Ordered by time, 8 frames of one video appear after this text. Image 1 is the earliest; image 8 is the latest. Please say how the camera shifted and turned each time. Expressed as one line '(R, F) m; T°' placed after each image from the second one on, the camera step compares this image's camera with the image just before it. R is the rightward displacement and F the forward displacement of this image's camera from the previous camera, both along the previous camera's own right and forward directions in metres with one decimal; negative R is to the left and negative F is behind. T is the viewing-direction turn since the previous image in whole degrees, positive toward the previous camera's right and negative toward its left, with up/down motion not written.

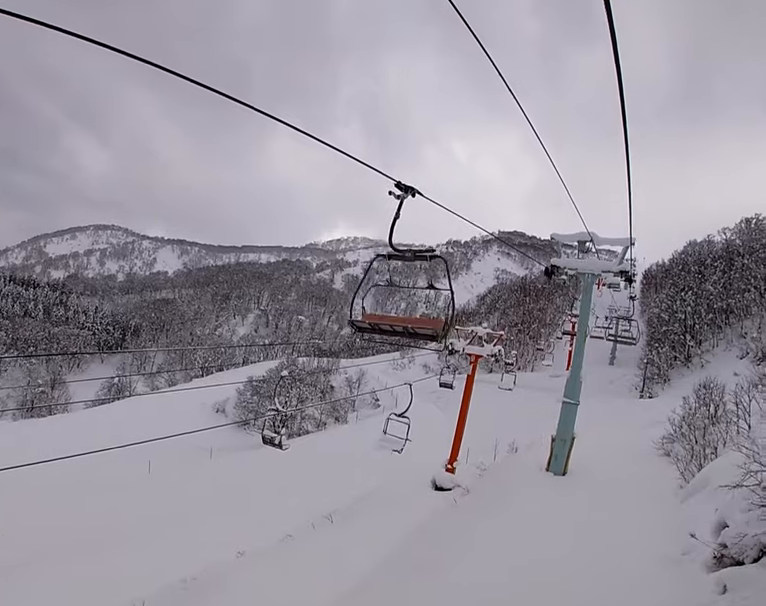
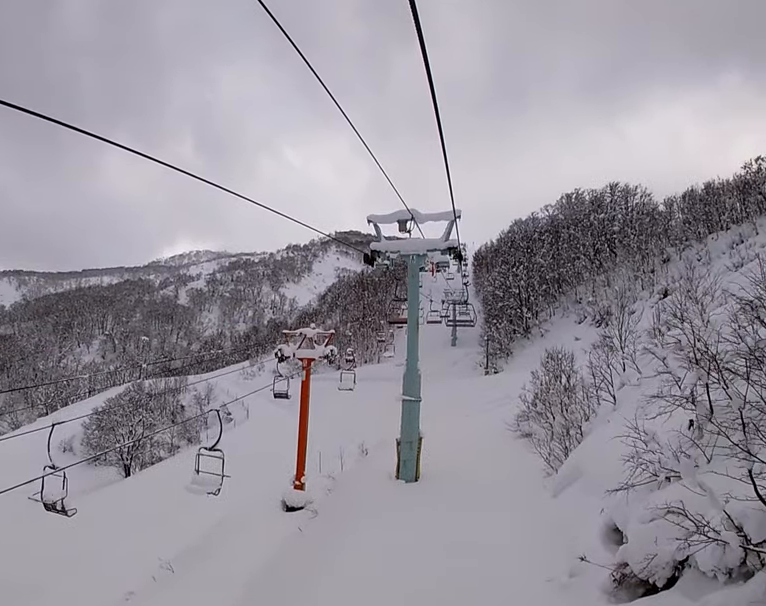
(+0.7, +4.2) m; +7°
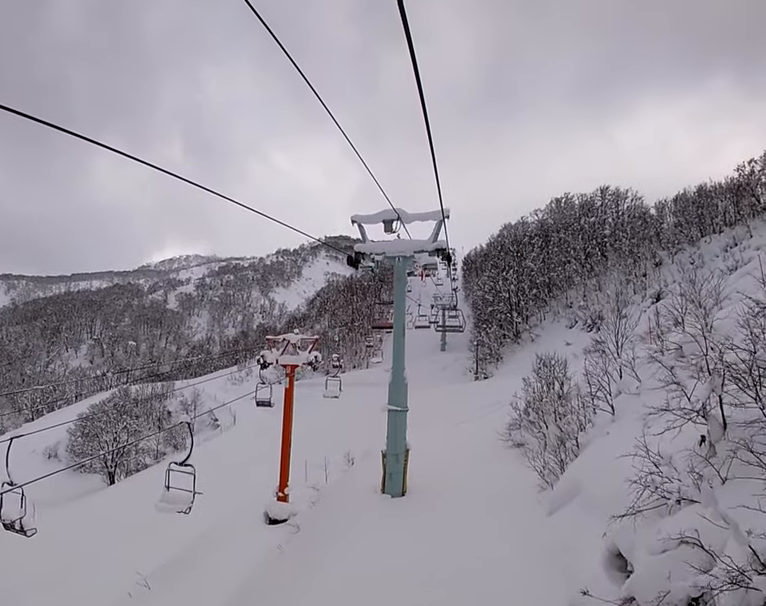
(-0.2, +1.1) m; -7°
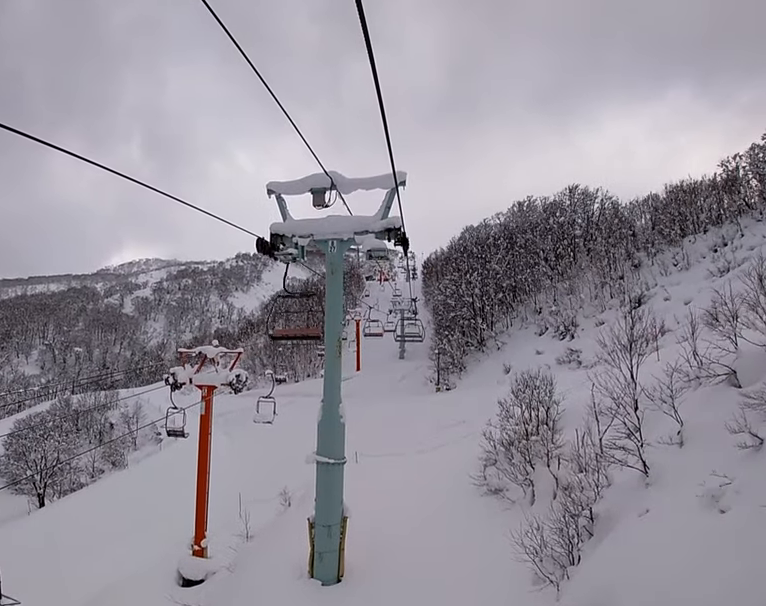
(-0.5, +5.9) m; +6°
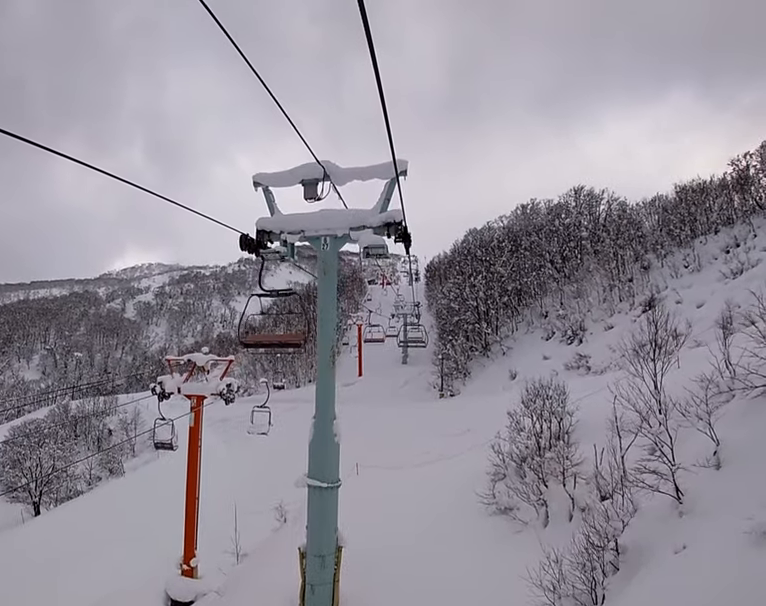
(+0.6, +1.5) m; -1°
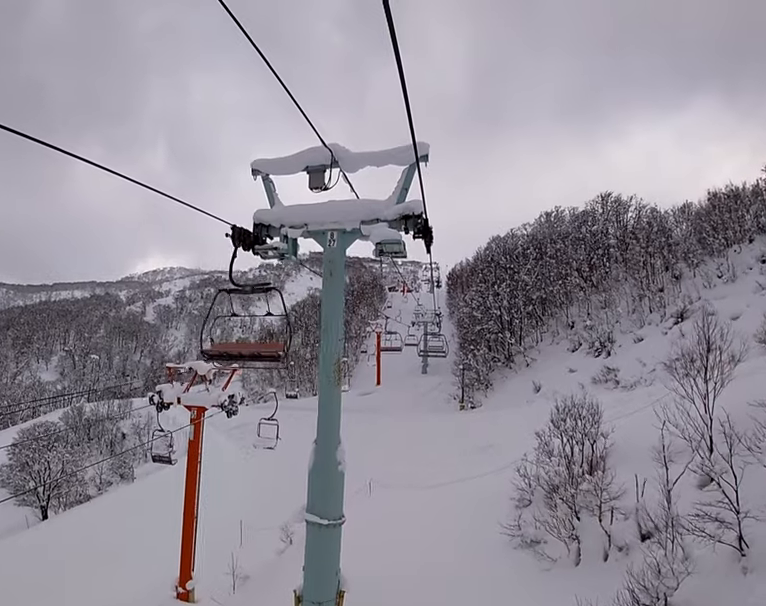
(-0.7, +1.8) m; -6°
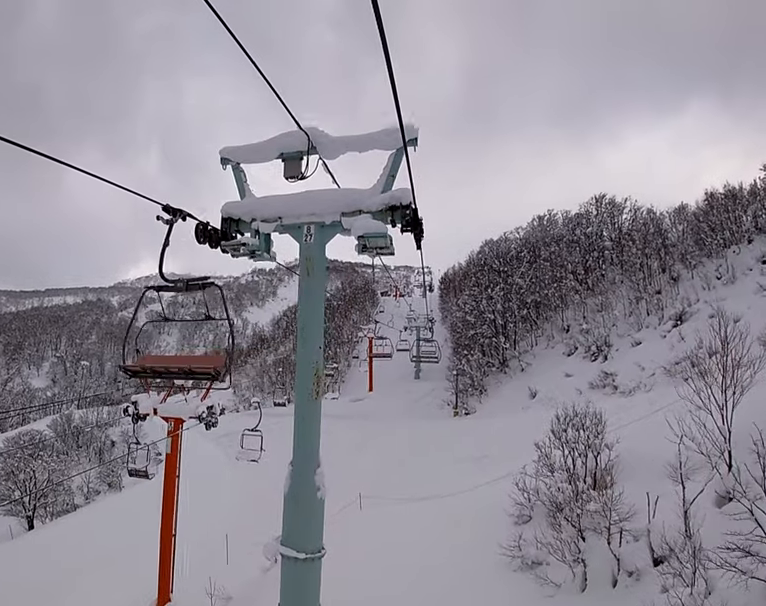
(-0.3, +1.4) m; -3°
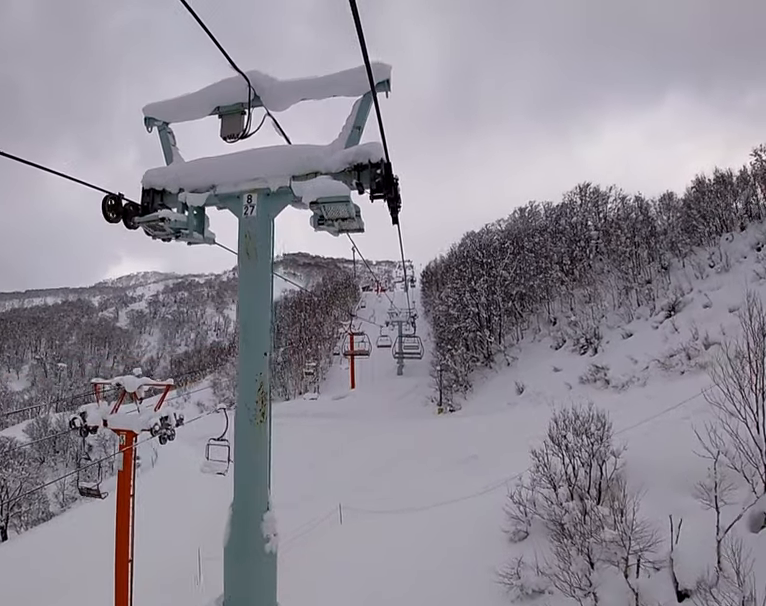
(+0.5, +2.6) m; +1°
